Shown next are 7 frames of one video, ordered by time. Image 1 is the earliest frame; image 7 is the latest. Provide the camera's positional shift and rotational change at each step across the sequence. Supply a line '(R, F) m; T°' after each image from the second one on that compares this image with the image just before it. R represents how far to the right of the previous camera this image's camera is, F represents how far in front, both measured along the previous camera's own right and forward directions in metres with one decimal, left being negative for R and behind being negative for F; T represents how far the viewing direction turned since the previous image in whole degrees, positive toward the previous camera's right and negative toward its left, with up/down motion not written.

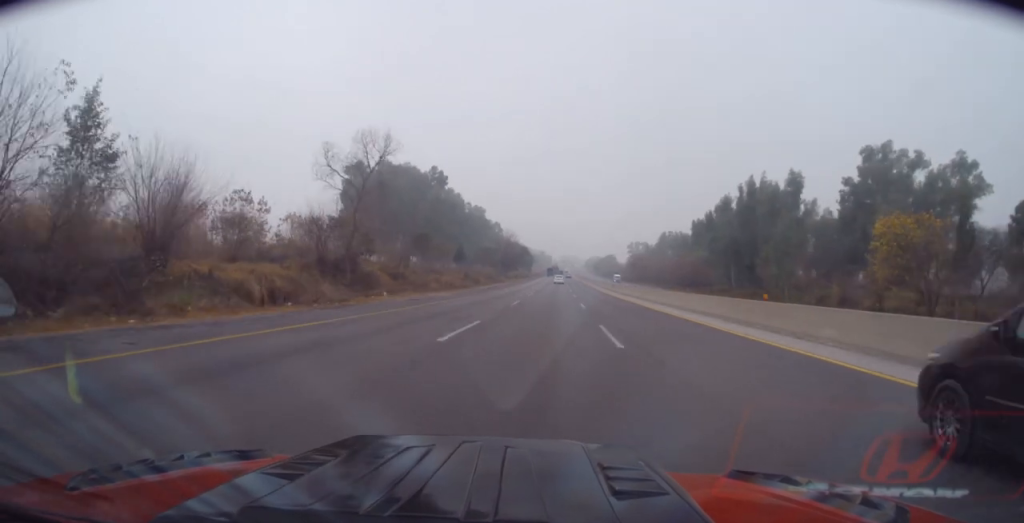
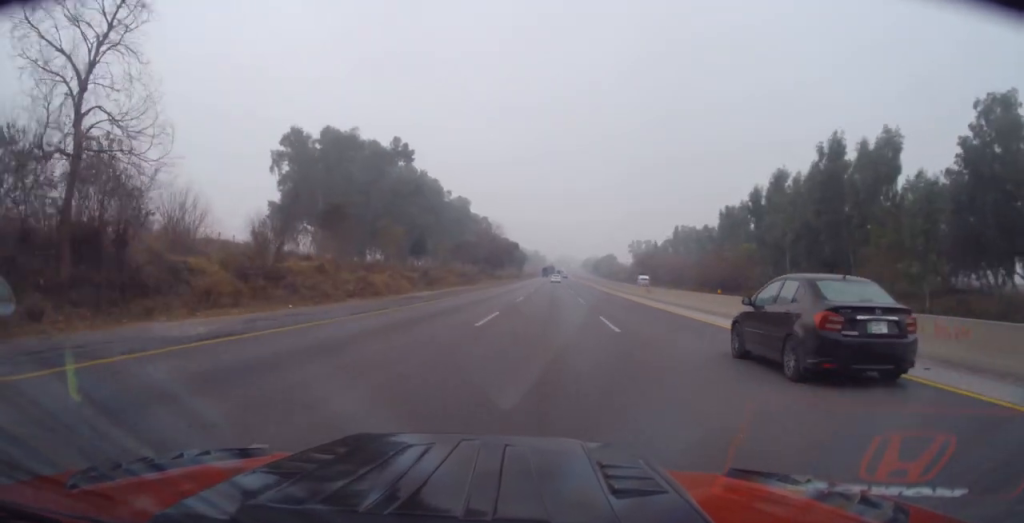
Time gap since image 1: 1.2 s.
(+0.5, +32.1) m; +1°
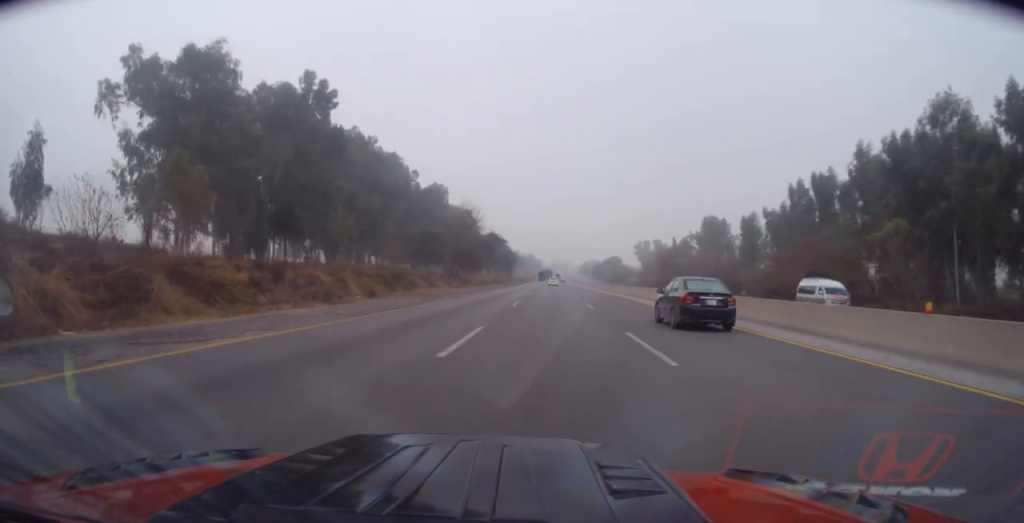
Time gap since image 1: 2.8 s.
(+0.2, +42.4) m; 0°
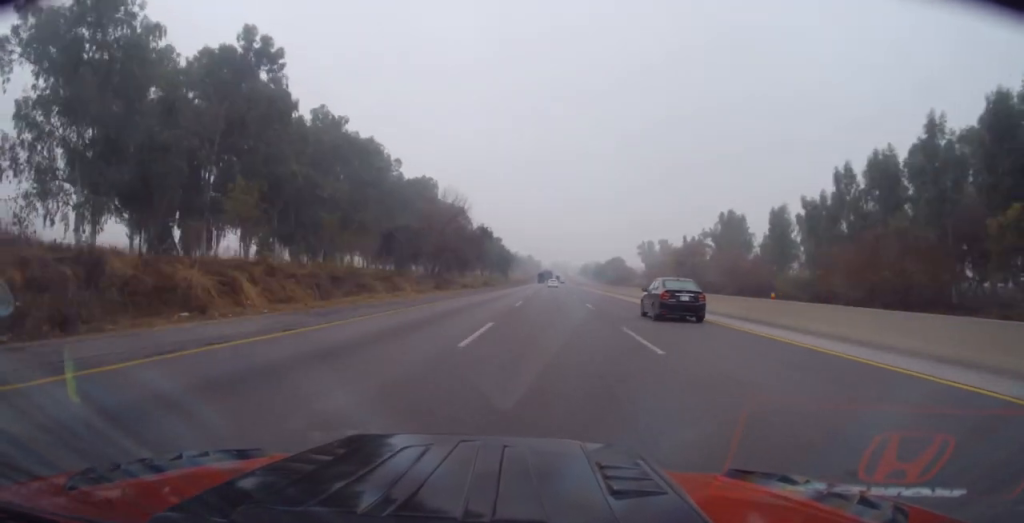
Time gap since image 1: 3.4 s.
(0.0, +16.3) m; 0°
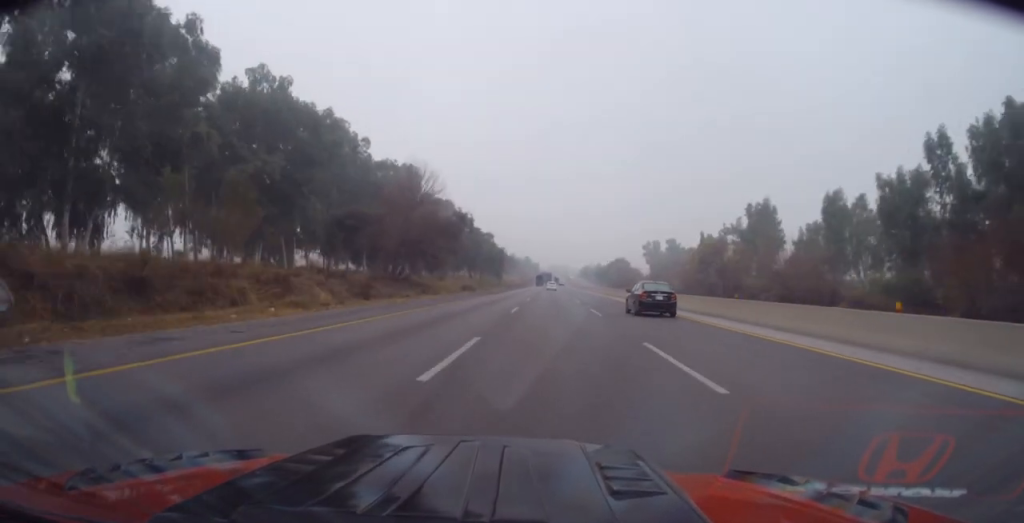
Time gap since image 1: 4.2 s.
(+0.1, +21.6) m; 0°
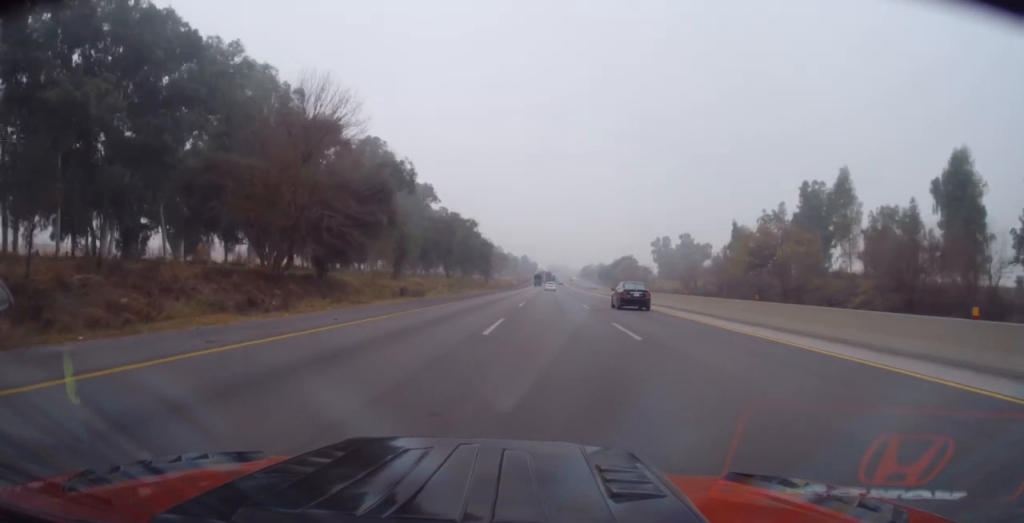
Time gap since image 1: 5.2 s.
(-0.2, +29.0) m; 0°
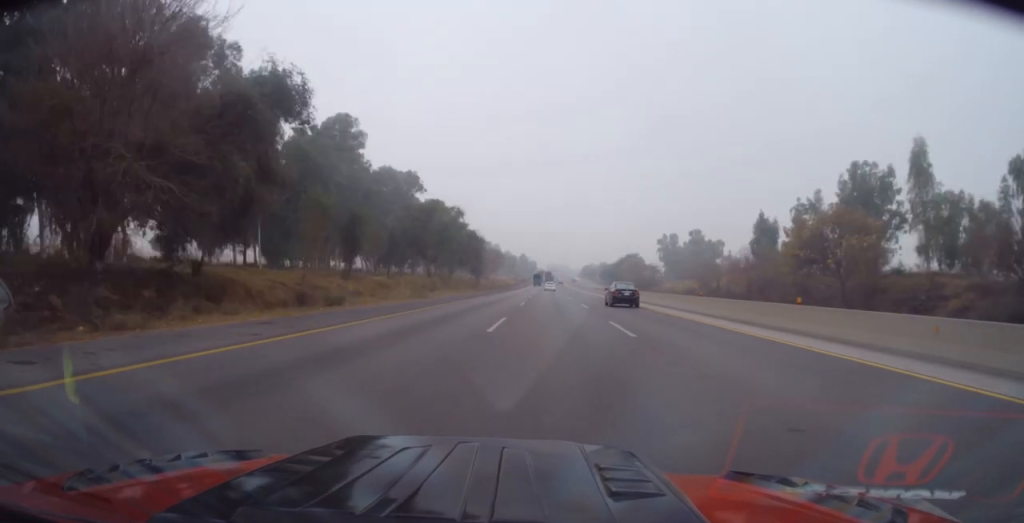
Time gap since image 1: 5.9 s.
(+0.1, +17.2) m; 0°
